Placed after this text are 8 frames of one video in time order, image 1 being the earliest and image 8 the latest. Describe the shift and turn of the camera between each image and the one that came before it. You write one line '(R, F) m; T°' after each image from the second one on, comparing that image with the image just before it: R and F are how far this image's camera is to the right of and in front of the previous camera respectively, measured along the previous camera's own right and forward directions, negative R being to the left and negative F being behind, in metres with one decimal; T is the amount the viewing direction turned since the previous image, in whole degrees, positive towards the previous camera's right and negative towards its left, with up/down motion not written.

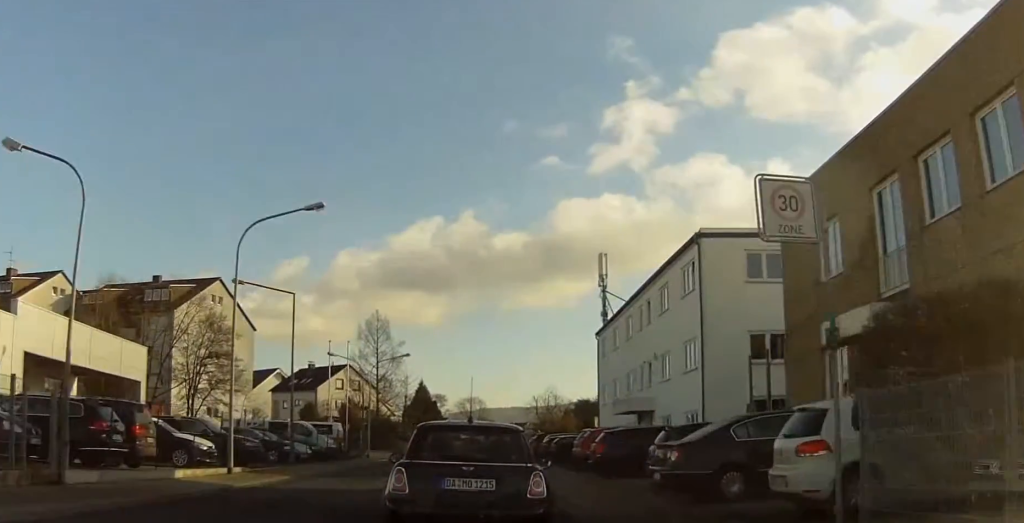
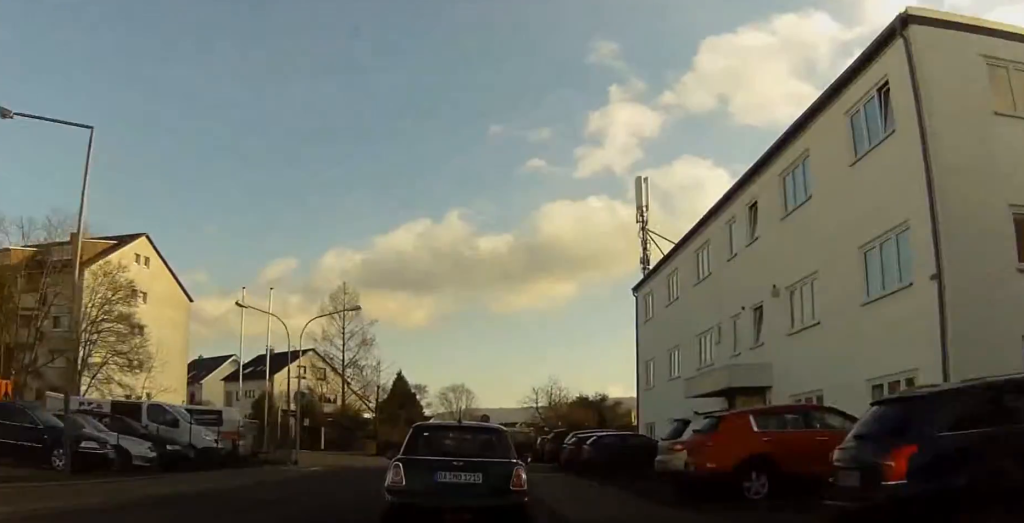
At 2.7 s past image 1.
(-0.6, +17.6) m; -2°
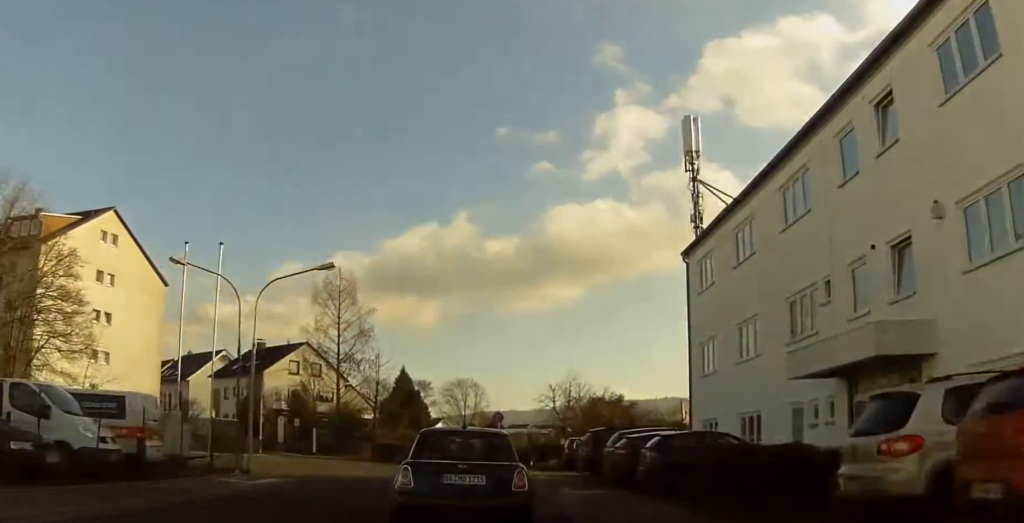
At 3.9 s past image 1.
(0.0, +8.6) m; 0°
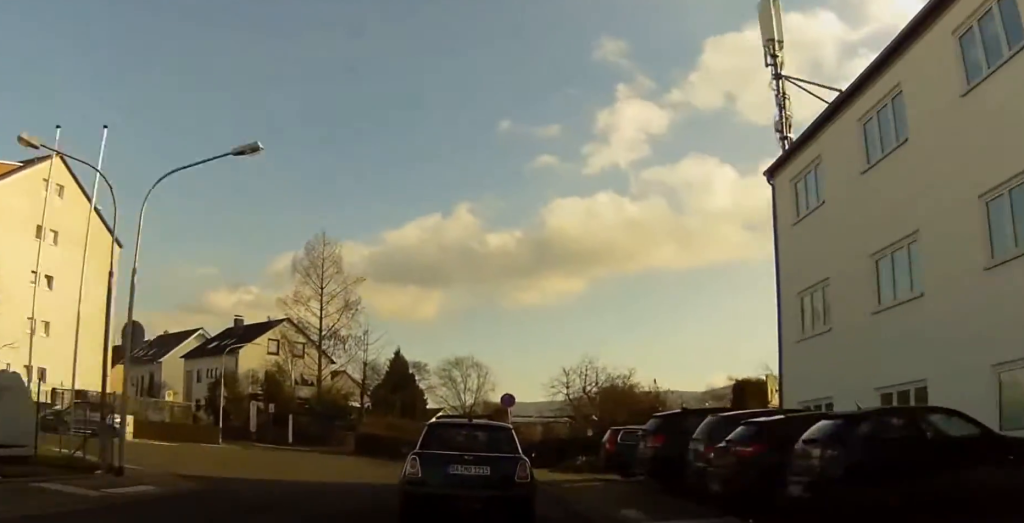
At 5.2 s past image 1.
(0.0, +9.8) m; -1°
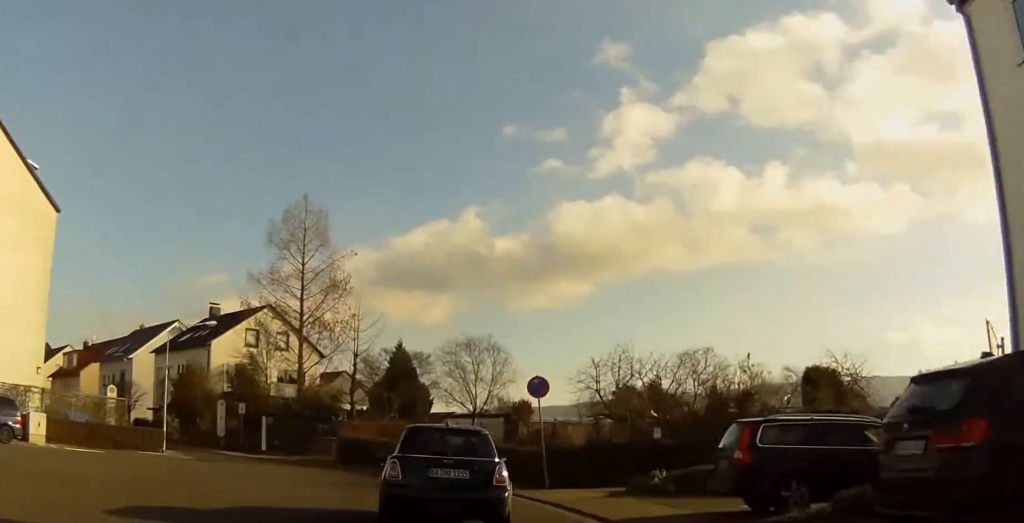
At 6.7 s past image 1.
(+0.1, +11.0) m; -2°
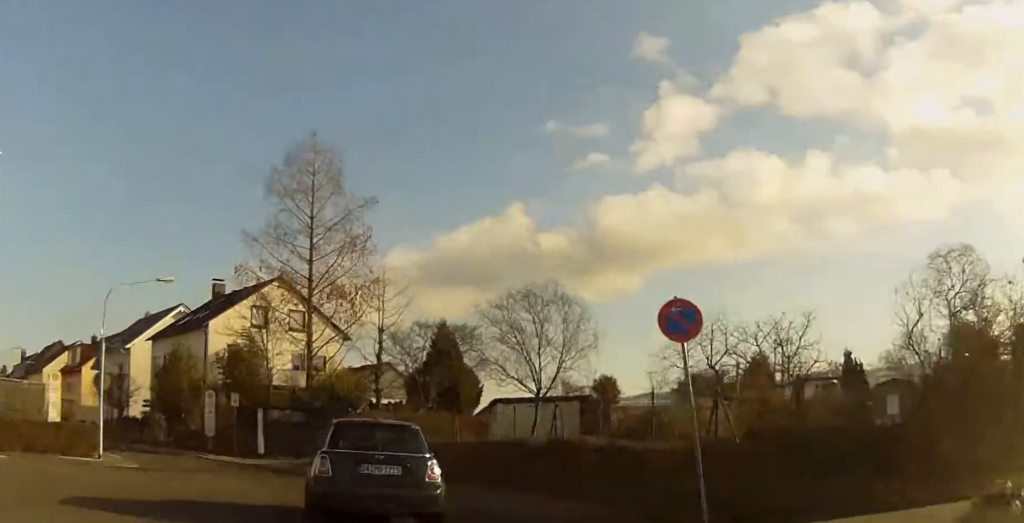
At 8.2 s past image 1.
(-0.4, +11.7) m; -3°
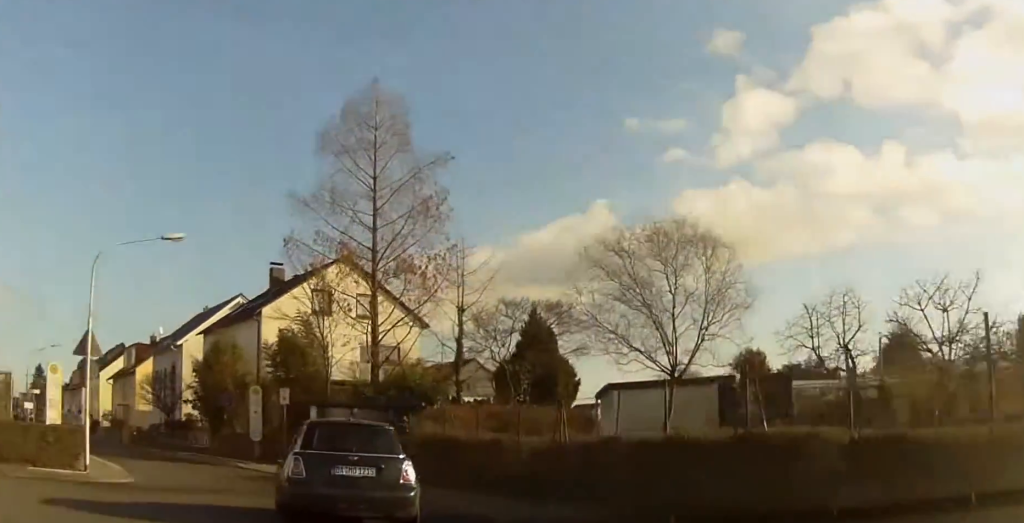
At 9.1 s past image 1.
(-0.1, +7.2) m; -3°
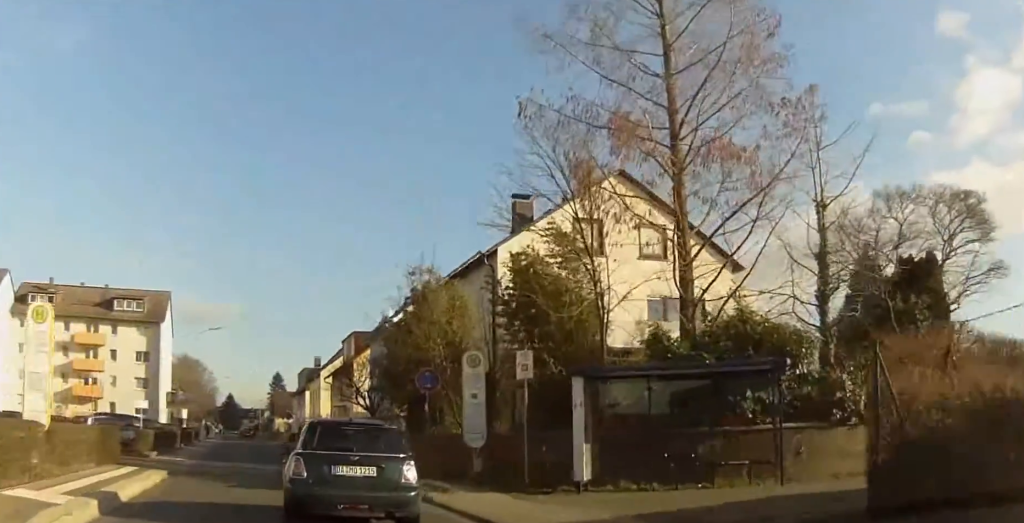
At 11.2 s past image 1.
(-1.1, +15.8) m; -11°
